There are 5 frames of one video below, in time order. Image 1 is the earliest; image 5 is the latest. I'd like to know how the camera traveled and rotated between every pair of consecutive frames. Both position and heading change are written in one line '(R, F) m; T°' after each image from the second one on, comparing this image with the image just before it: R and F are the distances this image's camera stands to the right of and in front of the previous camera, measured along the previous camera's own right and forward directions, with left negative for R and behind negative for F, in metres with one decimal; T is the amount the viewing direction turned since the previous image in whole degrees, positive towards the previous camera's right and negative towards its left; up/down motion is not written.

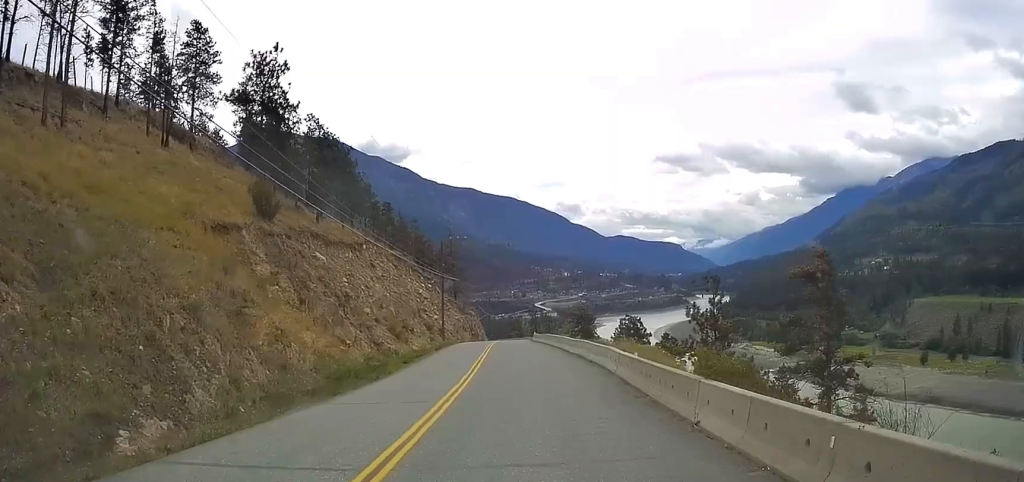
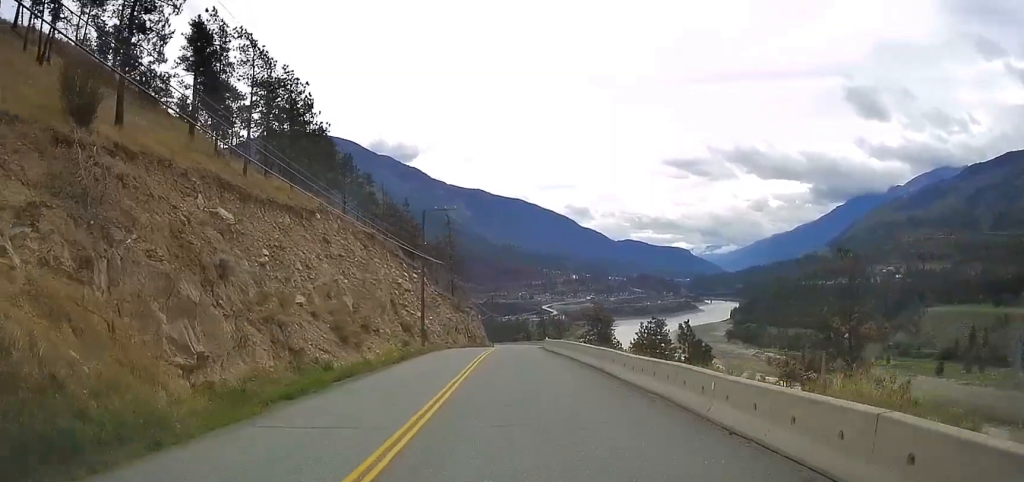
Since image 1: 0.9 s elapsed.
(+0.2, +17.9) m; 0°
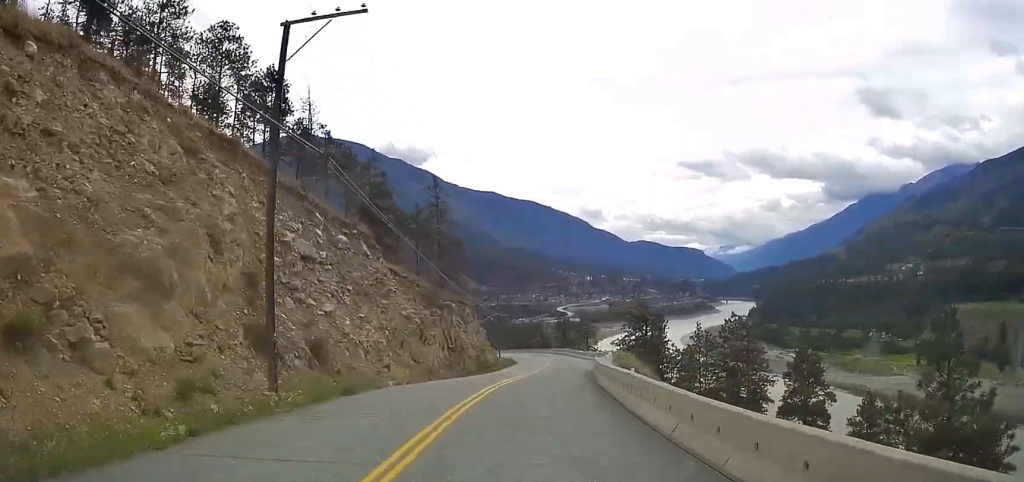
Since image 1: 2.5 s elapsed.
(-0.7, +32.0) m; -2°
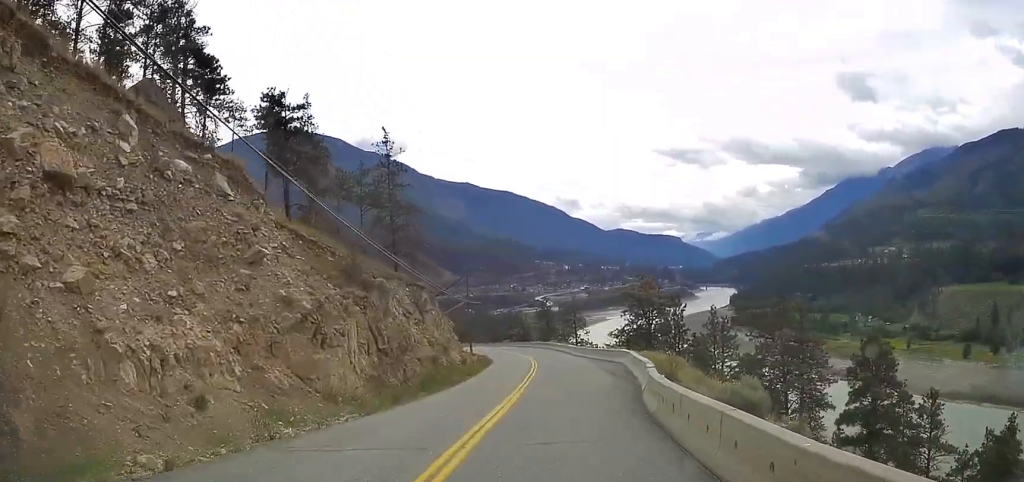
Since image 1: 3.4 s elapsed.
(0.0, +16.7) m; +1°
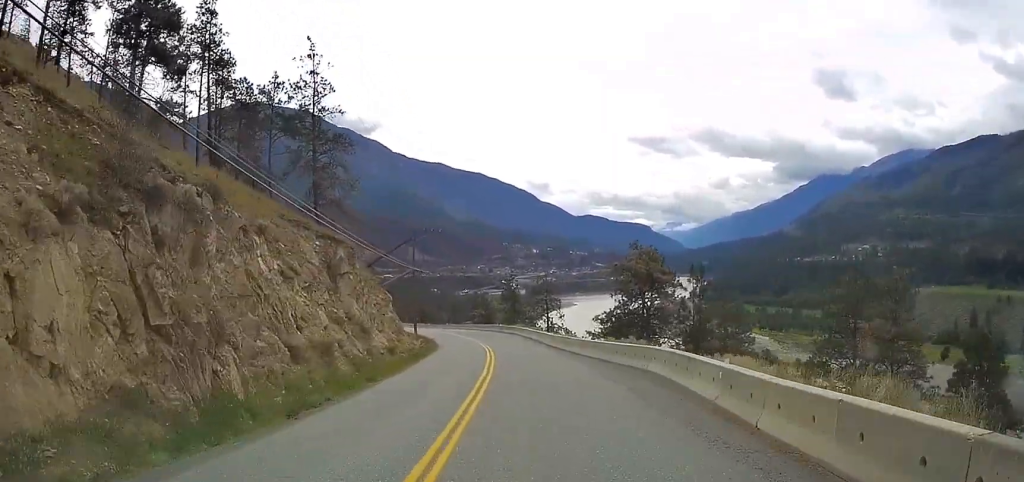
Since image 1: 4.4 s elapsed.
(+0.4, +16.0) m; +2°
